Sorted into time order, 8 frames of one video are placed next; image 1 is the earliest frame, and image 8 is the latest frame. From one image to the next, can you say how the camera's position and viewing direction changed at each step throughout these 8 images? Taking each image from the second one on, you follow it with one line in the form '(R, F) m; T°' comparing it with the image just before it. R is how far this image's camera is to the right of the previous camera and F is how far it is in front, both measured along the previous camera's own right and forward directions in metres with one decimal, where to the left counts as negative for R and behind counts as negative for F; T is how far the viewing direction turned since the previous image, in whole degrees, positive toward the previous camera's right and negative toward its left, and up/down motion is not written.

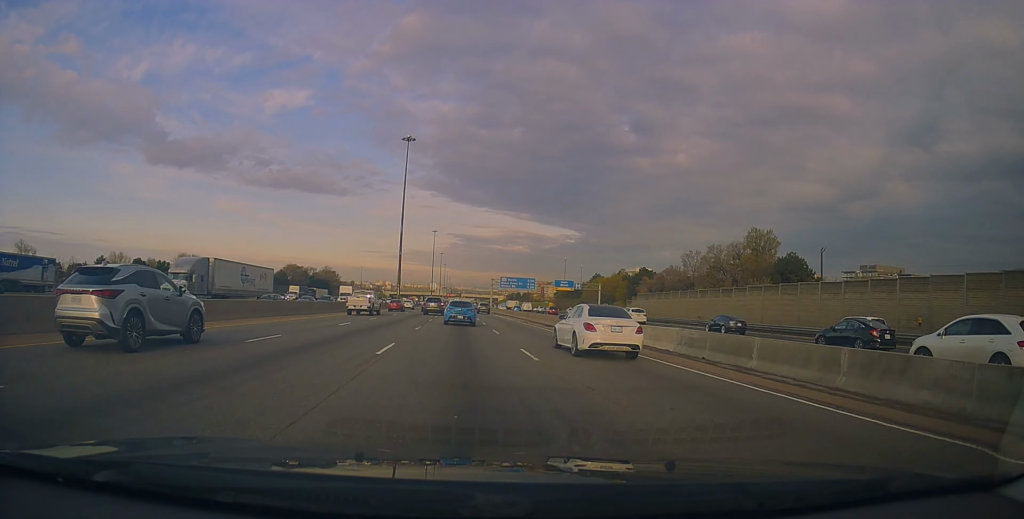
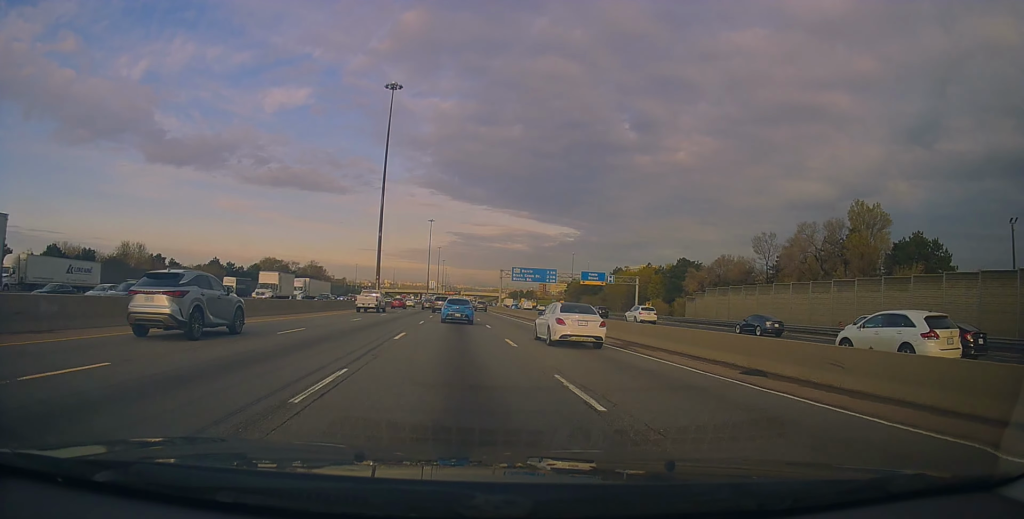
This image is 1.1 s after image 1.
(-0.5, +30.5) m; -1°
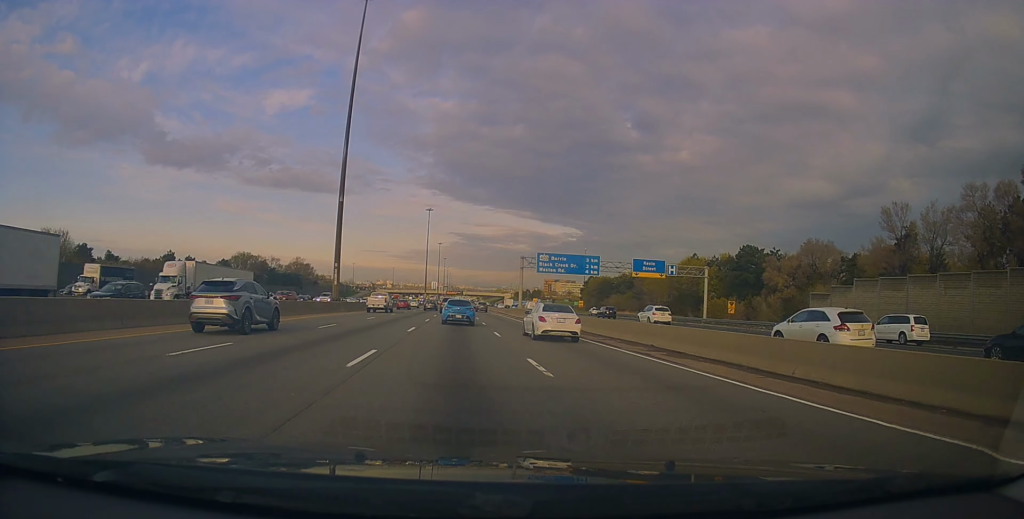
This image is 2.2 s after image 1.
(+0.3, +31.3) m; +1°
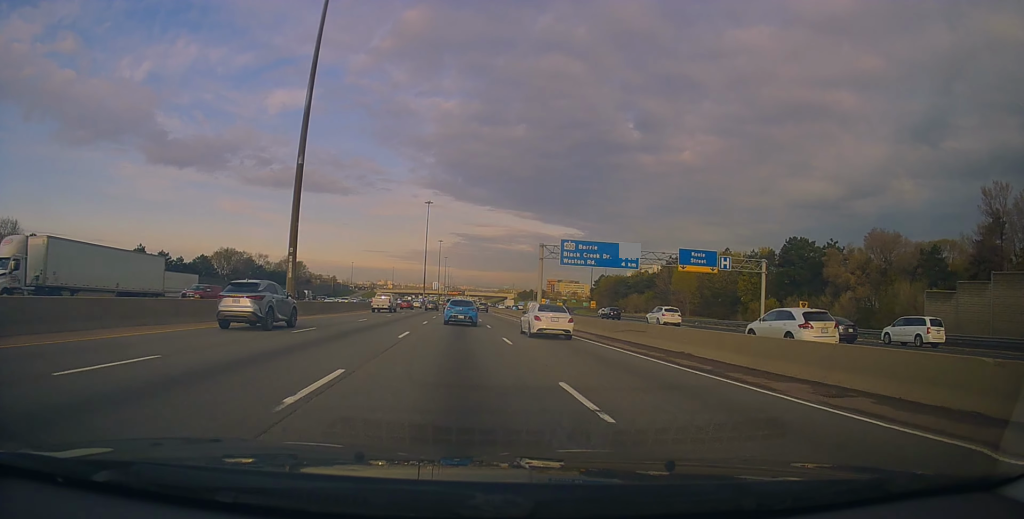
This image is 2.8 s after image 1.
(+0.1, +16.1) m; 0°
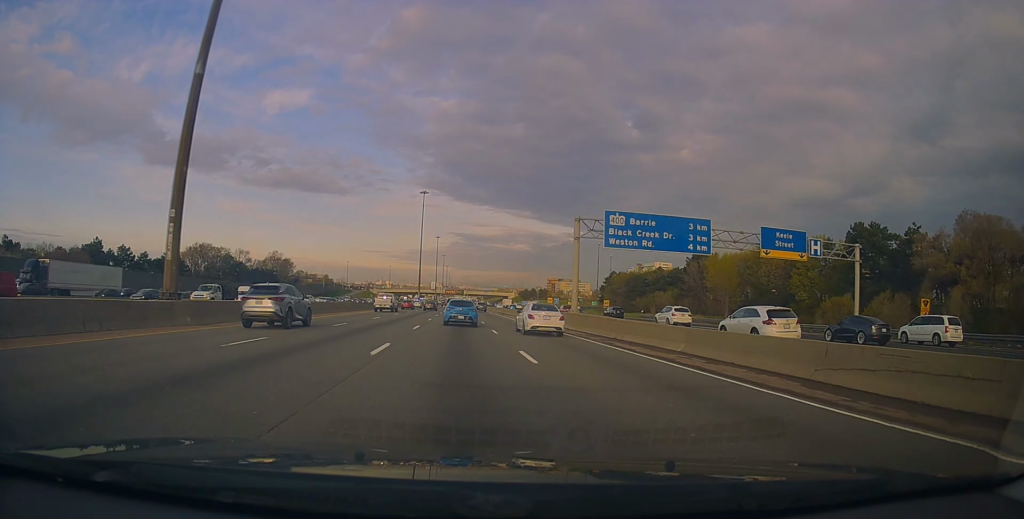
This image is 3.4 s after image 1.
(0.0, +17.5) m; -1°
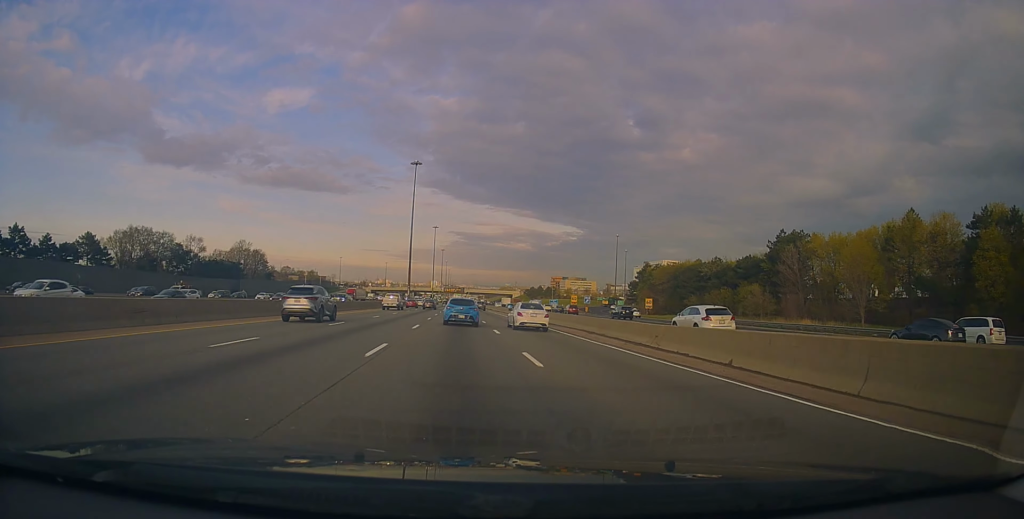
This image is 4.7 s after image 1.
(-0.3, +37.2) m; 0°
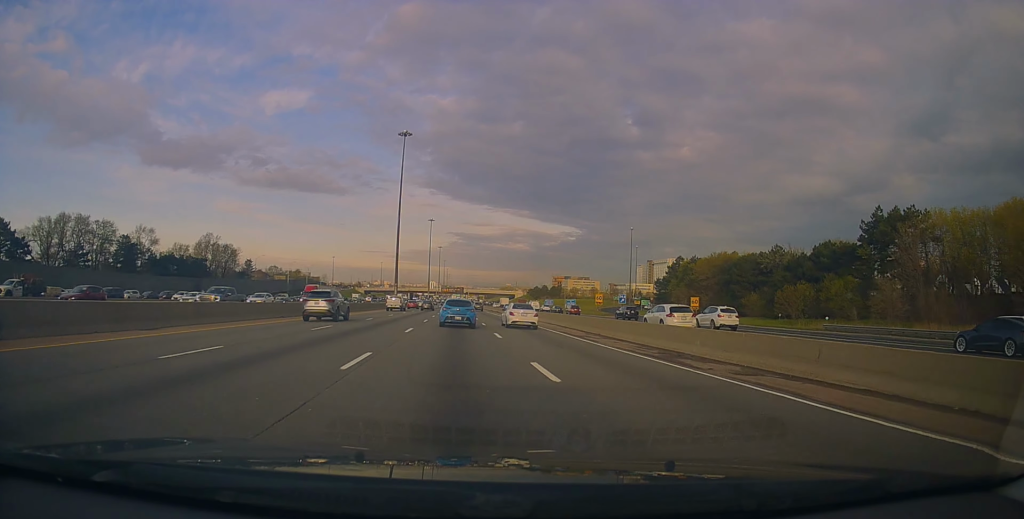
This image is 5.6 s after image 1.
(+0.4, +26.9) m; +1°
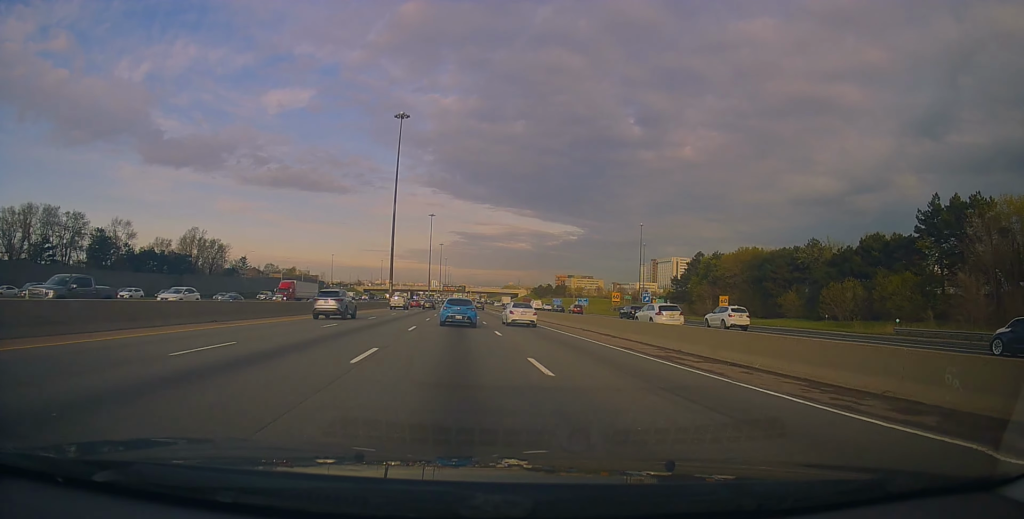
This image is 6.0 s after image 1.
(0.0, +11.9) m; 0°
